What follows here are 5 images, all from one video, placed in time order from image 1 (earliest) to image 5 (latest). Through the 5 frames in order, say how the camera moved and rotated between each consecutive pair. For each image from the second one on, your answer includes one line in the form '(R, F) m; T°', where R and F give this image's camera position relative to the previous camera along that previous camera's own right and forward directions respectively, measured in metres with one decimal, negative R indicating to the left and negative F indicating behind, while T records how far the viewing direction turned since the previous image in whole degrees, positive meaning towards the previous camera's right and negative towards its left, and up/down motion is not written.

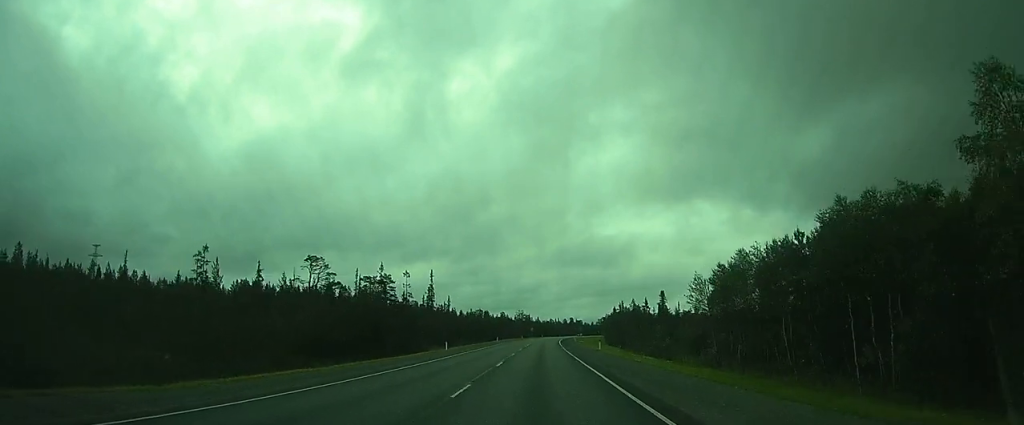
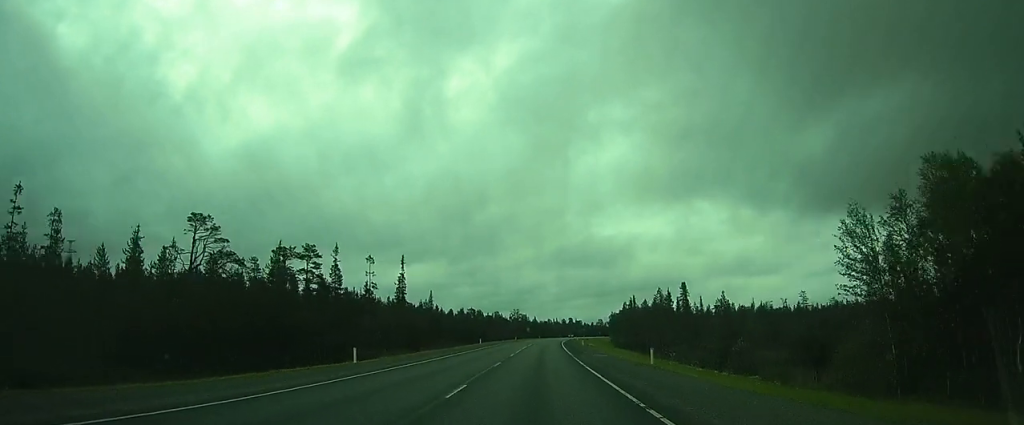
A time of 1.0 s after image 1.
(-0.2, +24.9) m; -1°
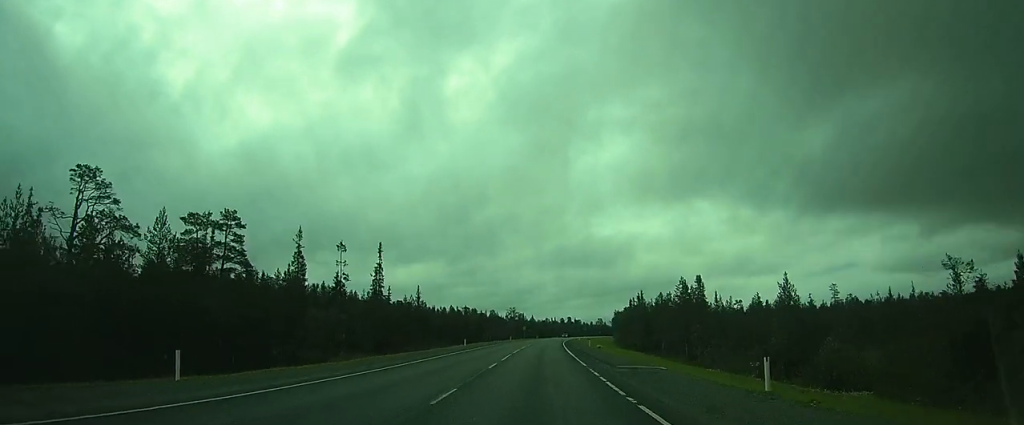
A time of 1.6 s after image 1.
(0.0, +13.8) m; 0°
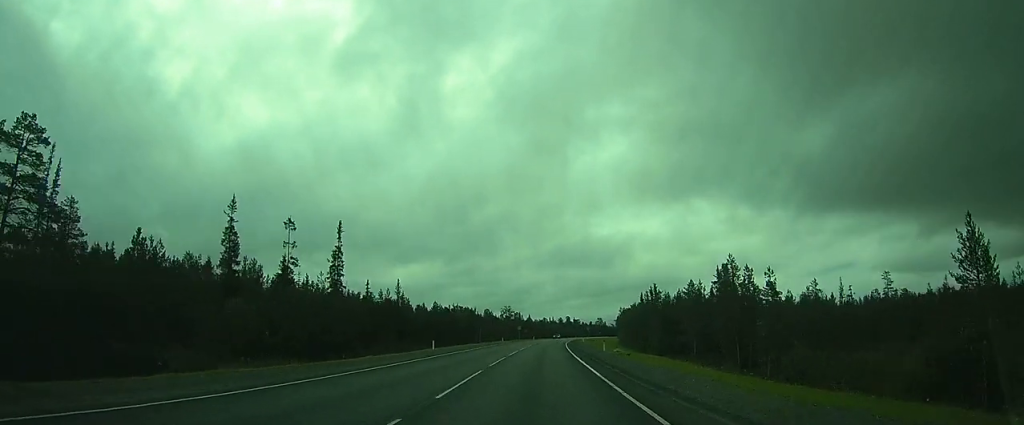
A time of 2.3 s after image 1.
(0.0, +17.9) m; +1°
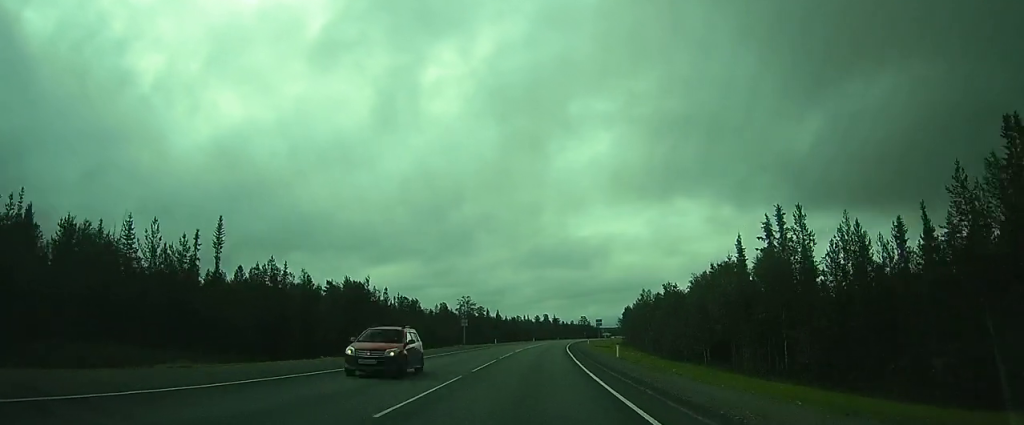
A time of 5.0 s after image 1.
(+0.8, +63.5) m; +1°
